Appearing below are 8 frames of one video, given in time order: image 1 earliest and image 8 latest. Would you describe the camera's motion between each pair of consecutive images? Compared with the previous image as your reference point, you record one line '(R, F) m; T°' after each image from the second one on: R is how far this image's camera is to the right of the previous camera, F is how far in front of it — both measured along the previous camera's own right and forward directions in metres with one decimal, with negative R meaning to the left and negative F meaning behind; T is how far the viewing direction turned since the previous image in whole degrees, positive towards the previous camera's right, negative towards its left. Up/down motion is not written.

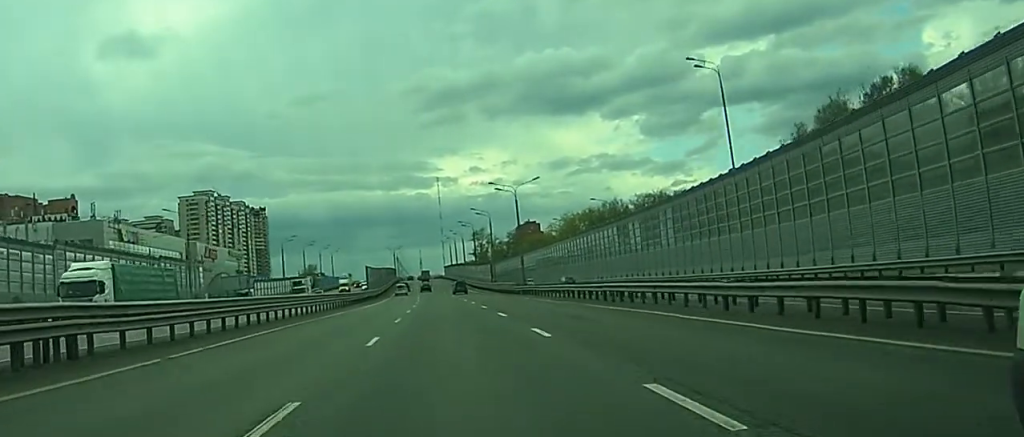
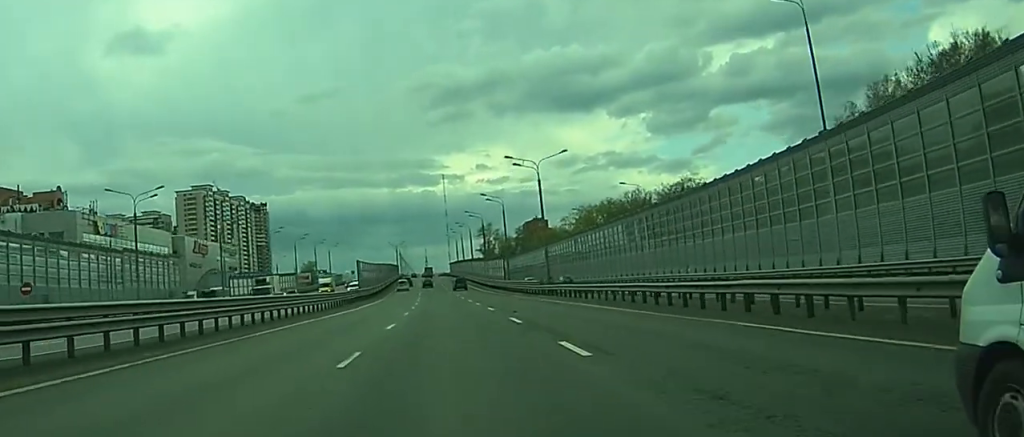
(-0.1, +18.0) m; -1°
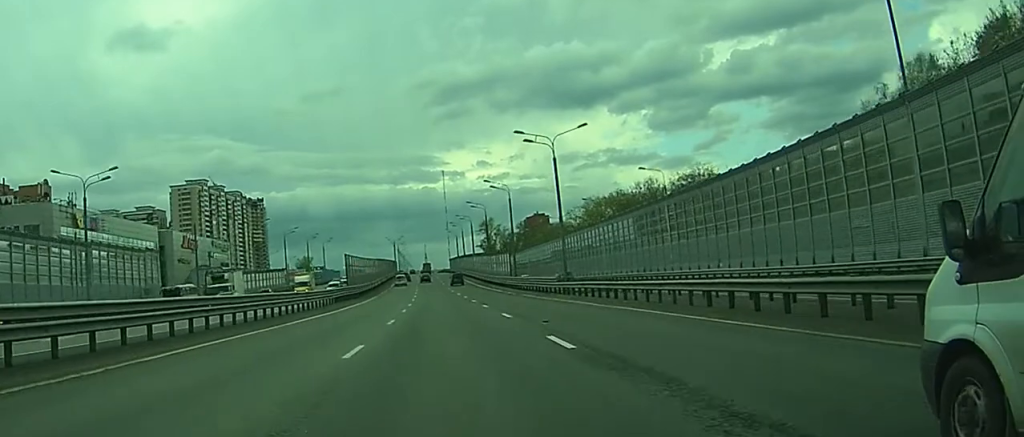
(-0.1, +10.9) m; -1°
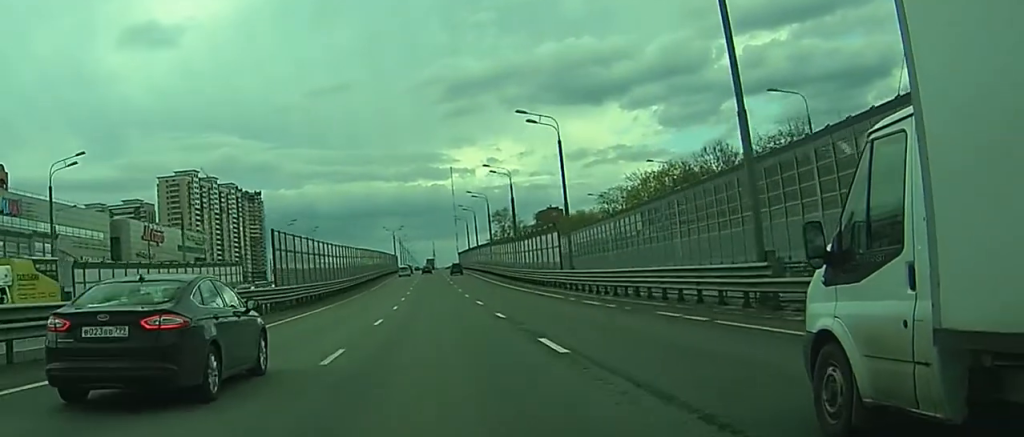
(-0.4, +37.8) m; +1°
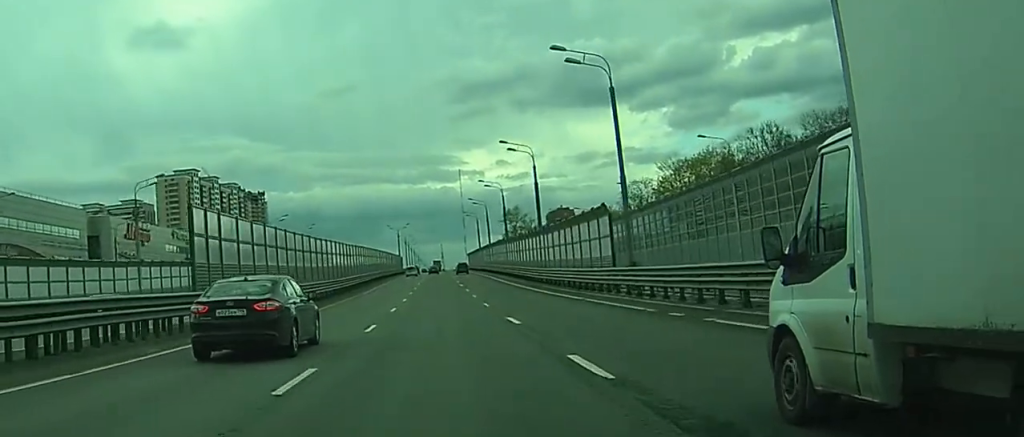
(+0.5, +16.3) m; 0°
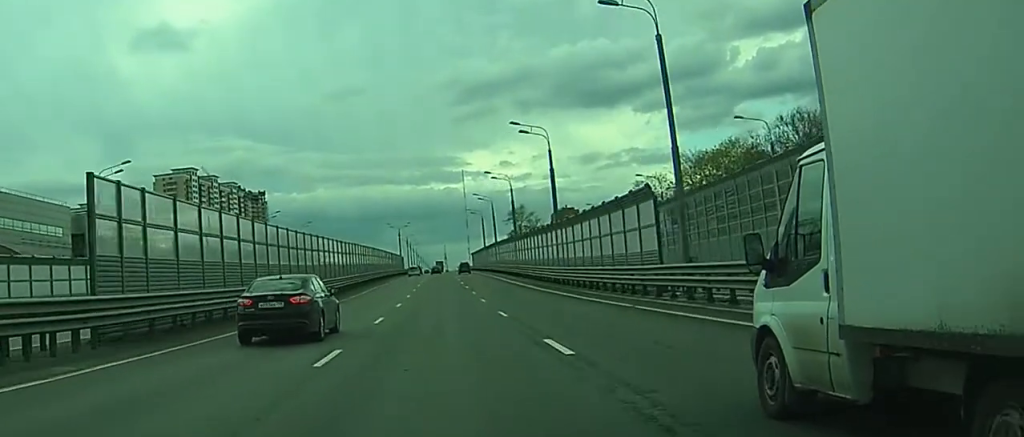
(-0.1, +9.1) m; 0°
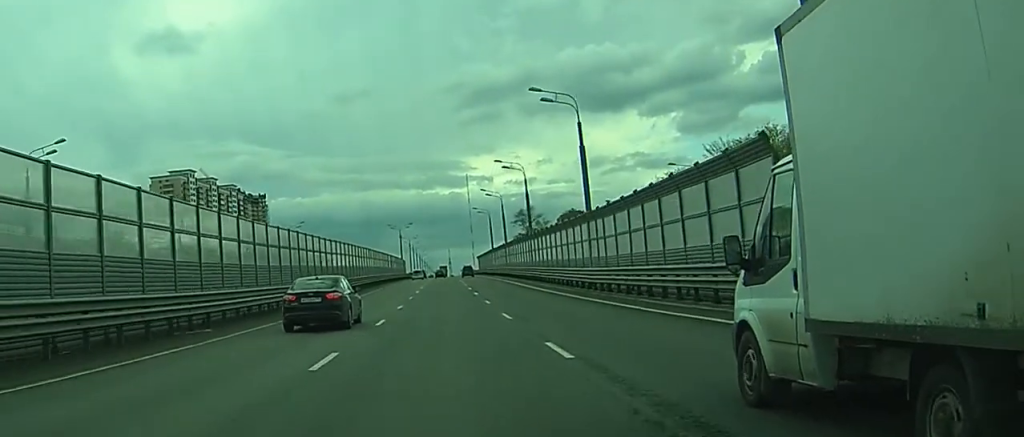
(-0.2, +12.8) m; -1°
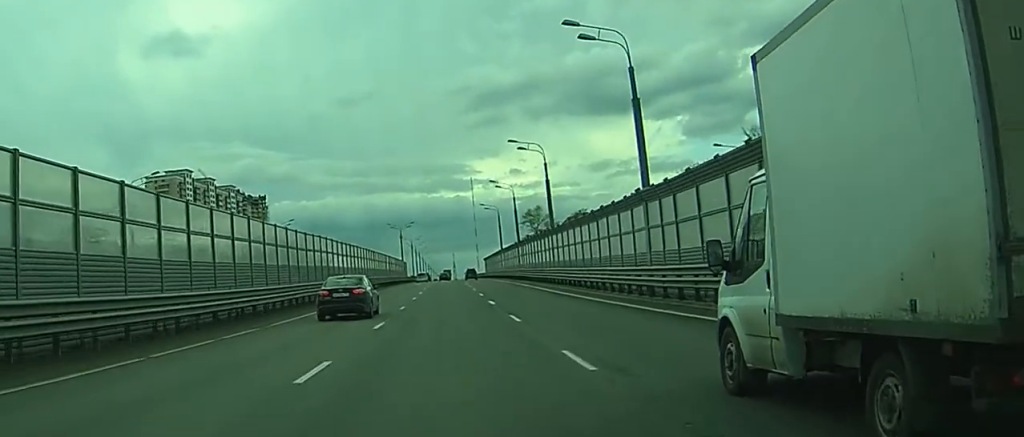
(0.0, +14.1) m; 0°
